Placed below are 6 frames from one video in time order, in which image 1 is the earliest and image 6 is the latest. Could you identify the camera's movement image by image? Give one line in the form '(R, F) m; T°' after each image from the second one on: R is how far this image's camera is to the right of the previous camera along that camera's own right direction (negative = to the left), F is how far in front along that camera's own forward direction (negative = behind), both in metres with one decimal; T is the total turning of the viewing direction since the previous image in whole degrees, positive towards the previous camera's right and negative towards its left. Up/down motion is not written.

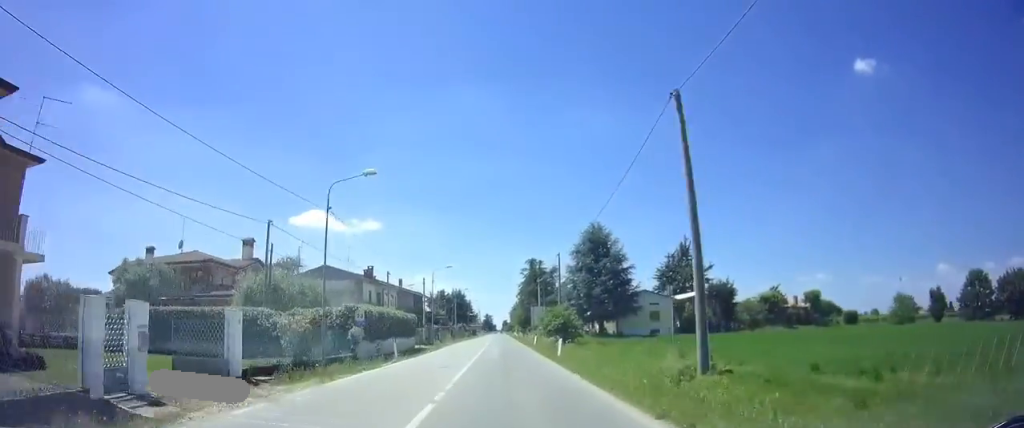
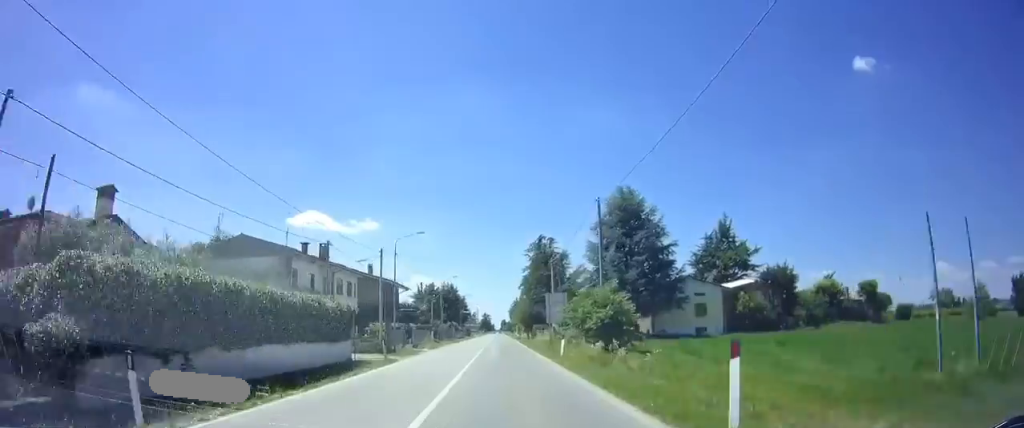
(0.0, +18.8) m; +1°
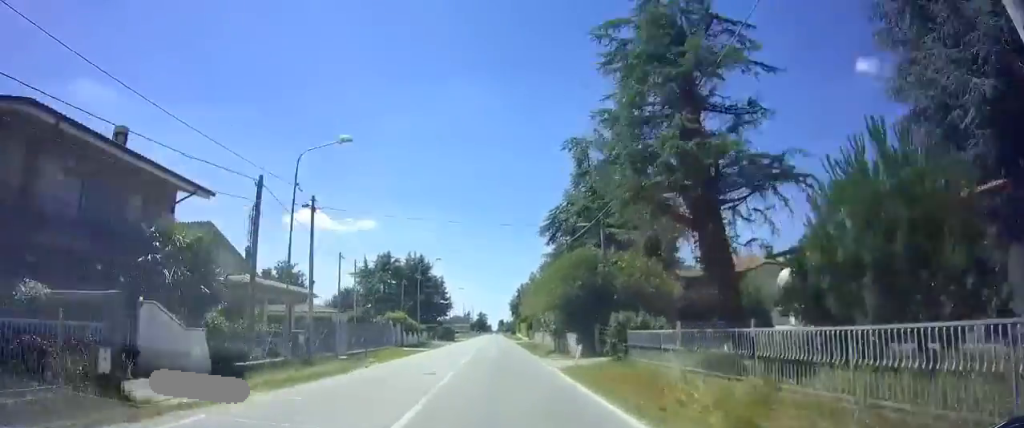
(+0.3, +45.8) m; 0°
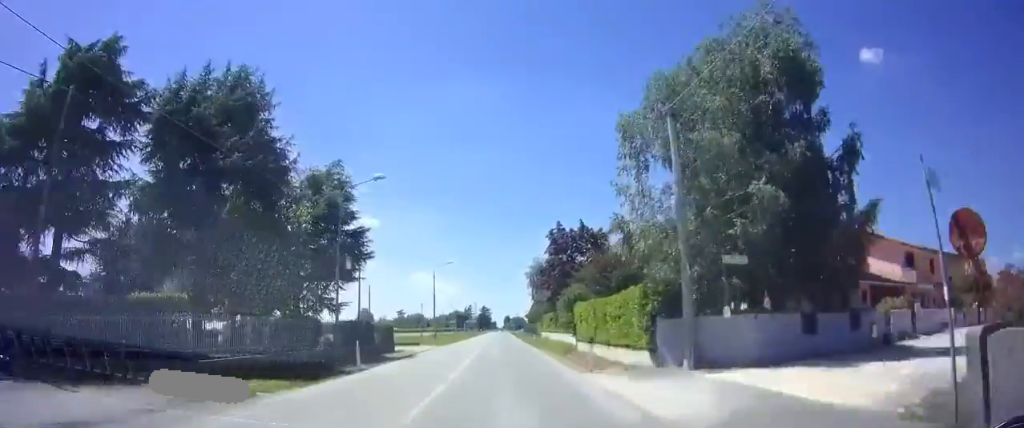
(-0.3, +58.4) m; +1°
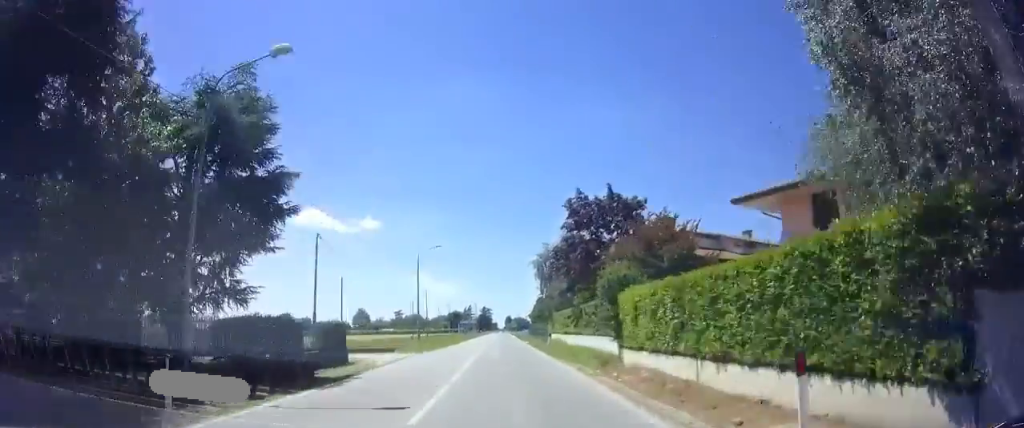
(+0.2, +10.7) m; 0°
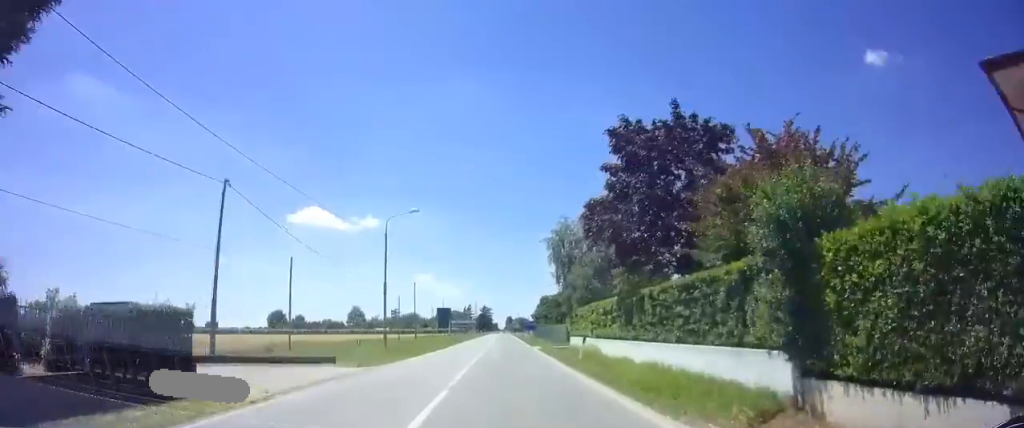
(+0.1, +13.1) m; 0°
